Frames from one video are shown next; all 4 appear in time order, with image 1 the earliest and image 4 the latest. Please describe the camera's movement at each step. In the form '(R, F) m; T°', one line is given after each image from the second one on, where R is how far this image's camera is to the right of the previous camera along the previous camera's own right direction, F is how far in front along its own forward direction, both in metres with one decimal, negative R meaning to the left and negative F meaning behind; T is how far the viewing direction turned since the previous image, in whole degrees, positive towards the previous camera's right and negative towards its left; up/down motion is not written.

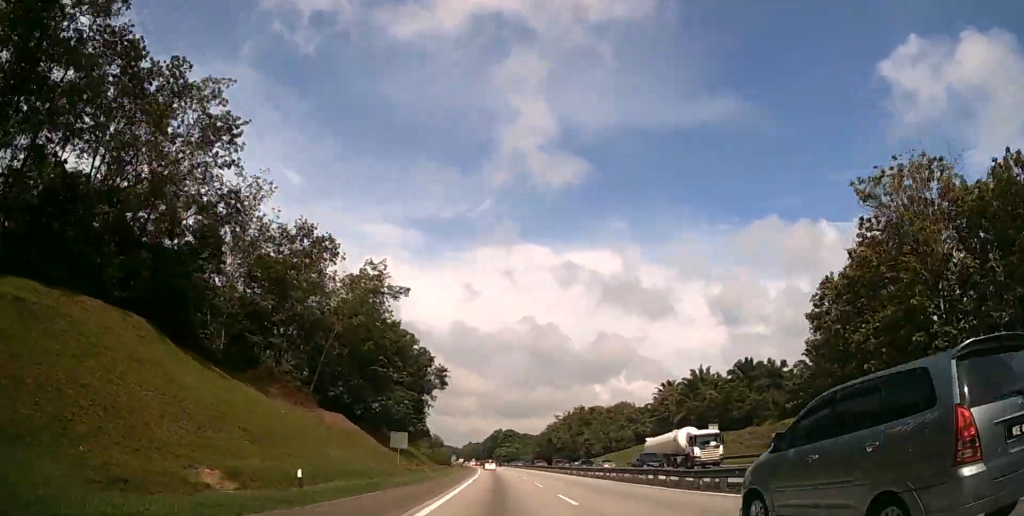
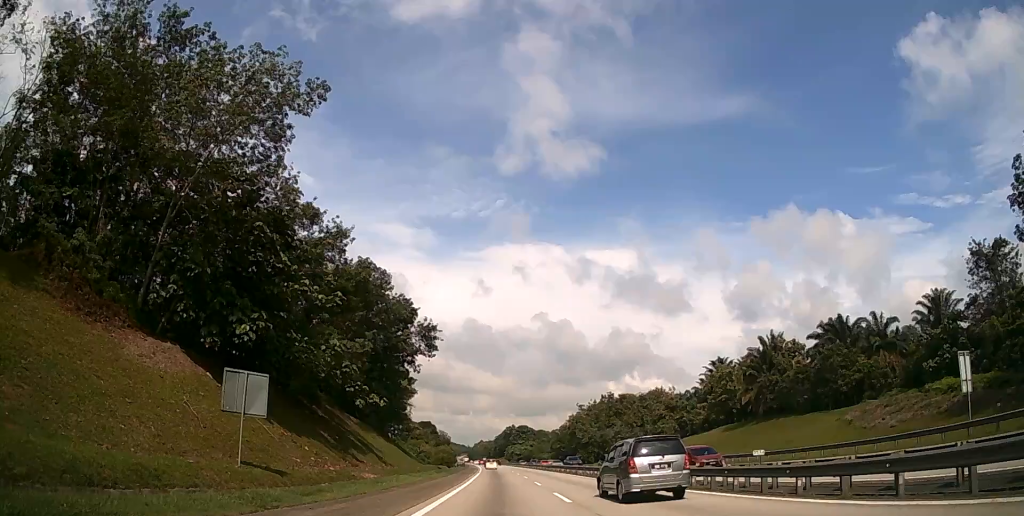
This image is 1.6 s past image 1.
(-0.4, +34.9) m; -1°
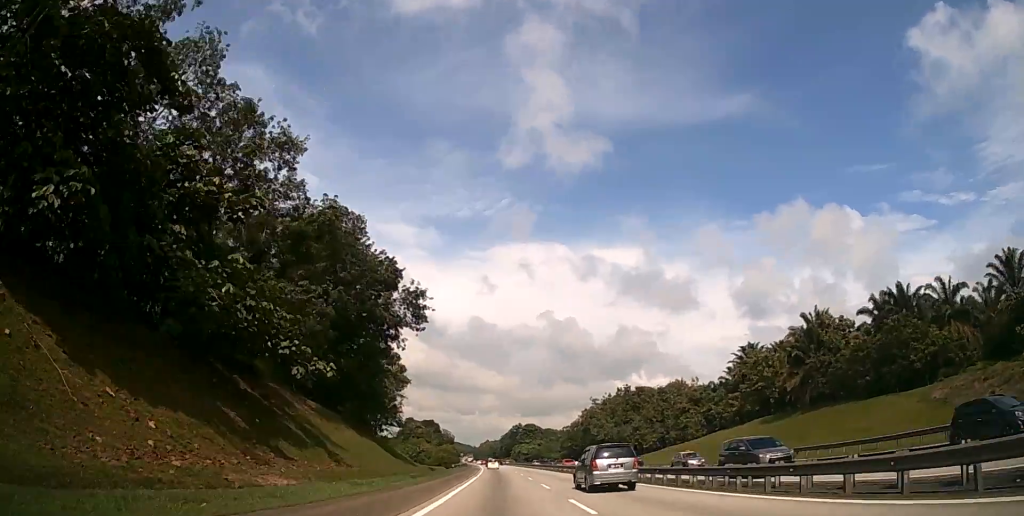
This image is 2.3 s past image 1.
(-0.1, +16.1) m; 0°
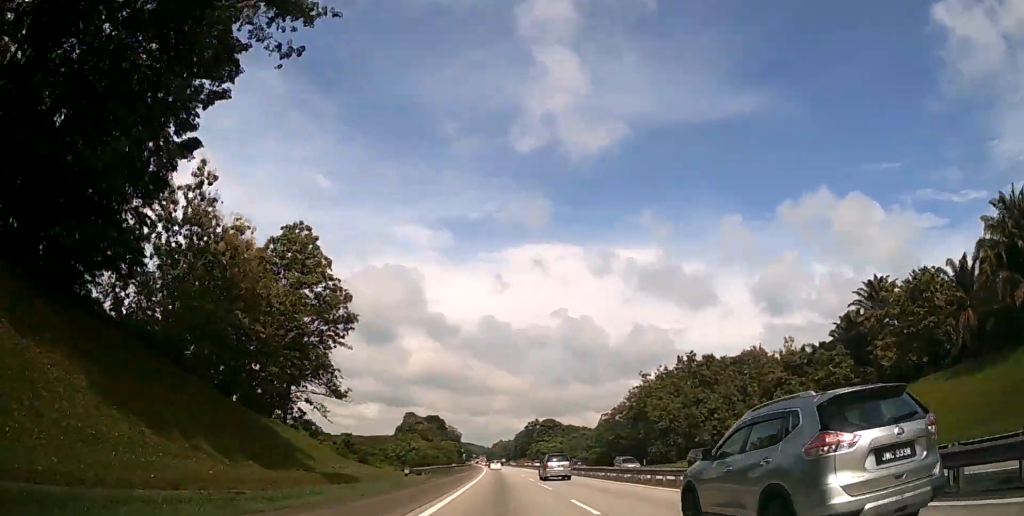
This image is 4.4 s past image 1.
(-0.6, +47.5) m; -1°
